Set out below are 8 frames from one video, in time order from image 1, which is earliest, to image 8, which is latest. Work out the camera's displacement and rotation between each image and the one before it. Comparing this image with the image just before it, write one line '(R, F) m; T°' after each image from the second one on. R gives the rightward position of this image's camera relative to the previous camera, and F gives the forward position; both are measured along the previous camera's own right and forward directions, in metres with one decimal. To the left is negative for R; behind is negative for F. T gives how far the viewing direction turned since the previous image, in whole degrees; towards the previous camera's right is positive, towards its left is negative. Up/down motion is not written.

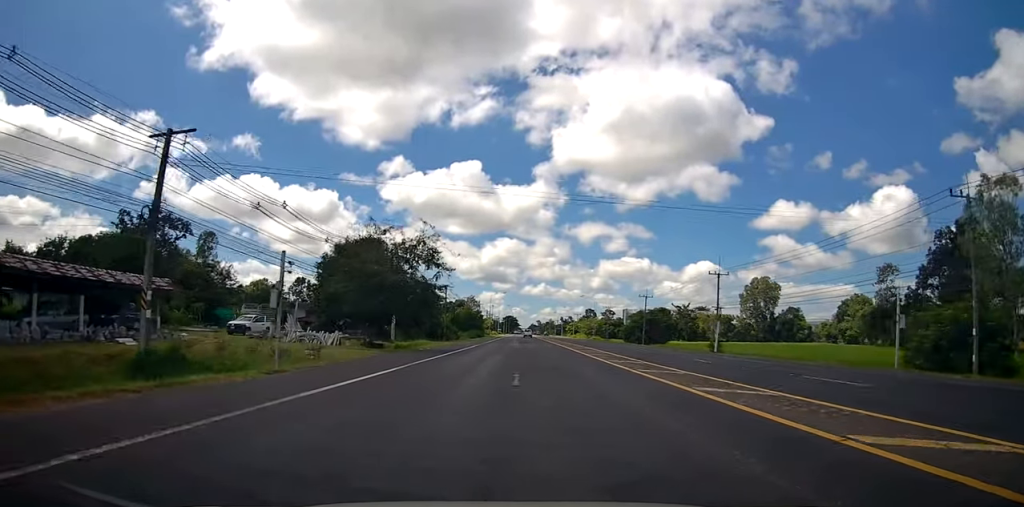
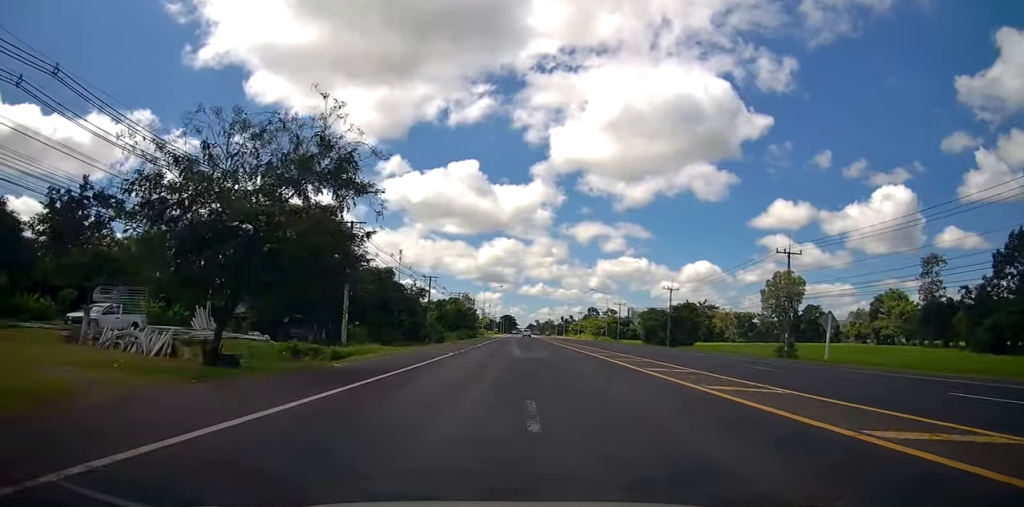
(+0.1, +17.8) m; 0°
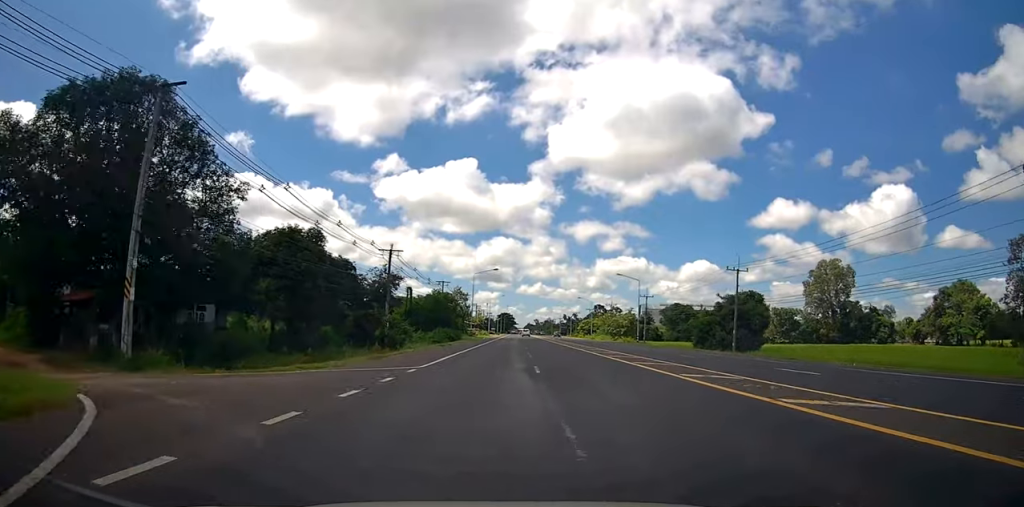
(0.0, +27.0) m; 0°
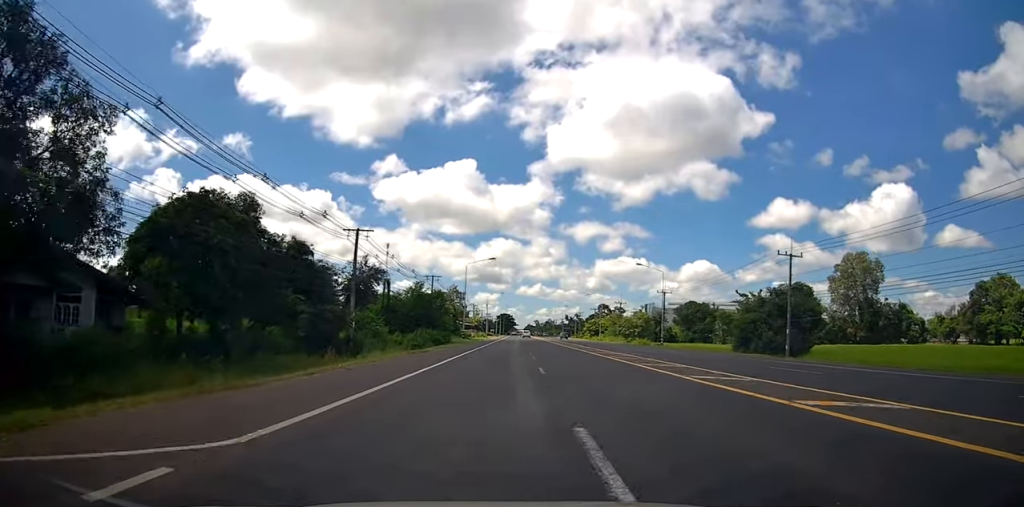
(0.0, +12.4) m; 0°
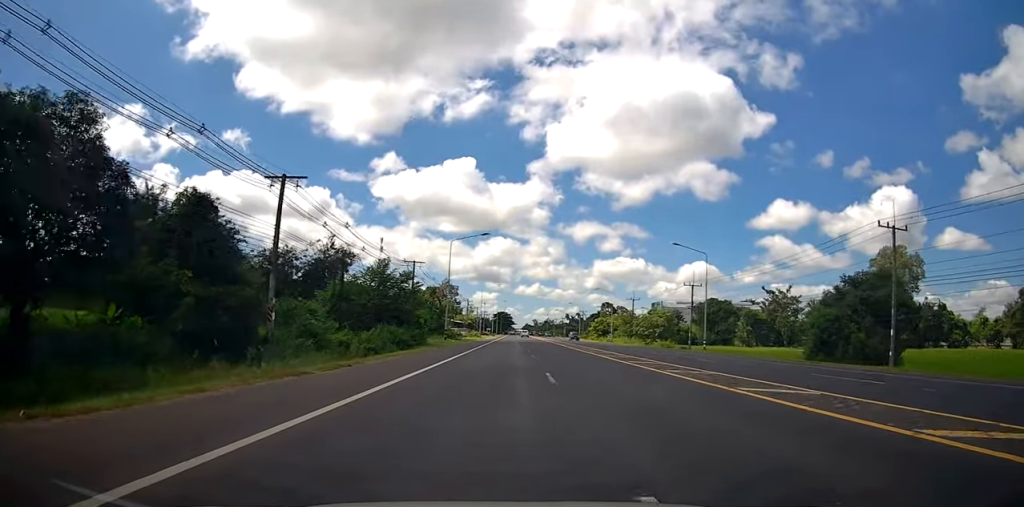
(0.0, +15.6) m; 0°
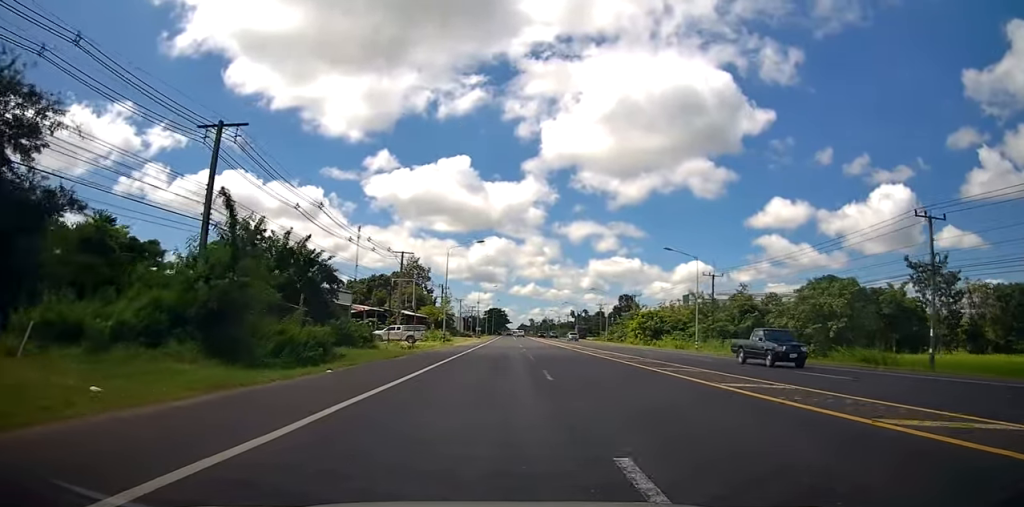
(+0.4, +47.3) m; 0°
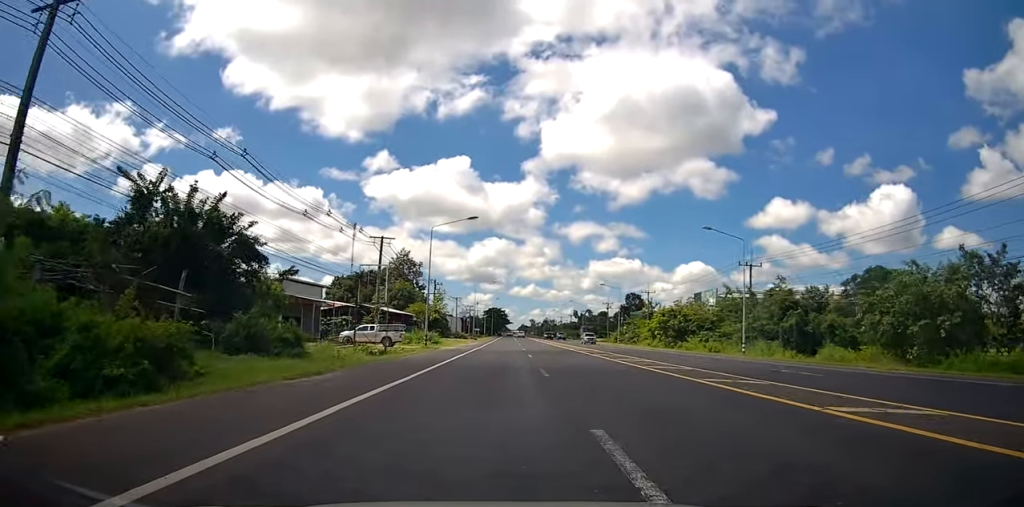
(+0.1, +10.7) m; -1°
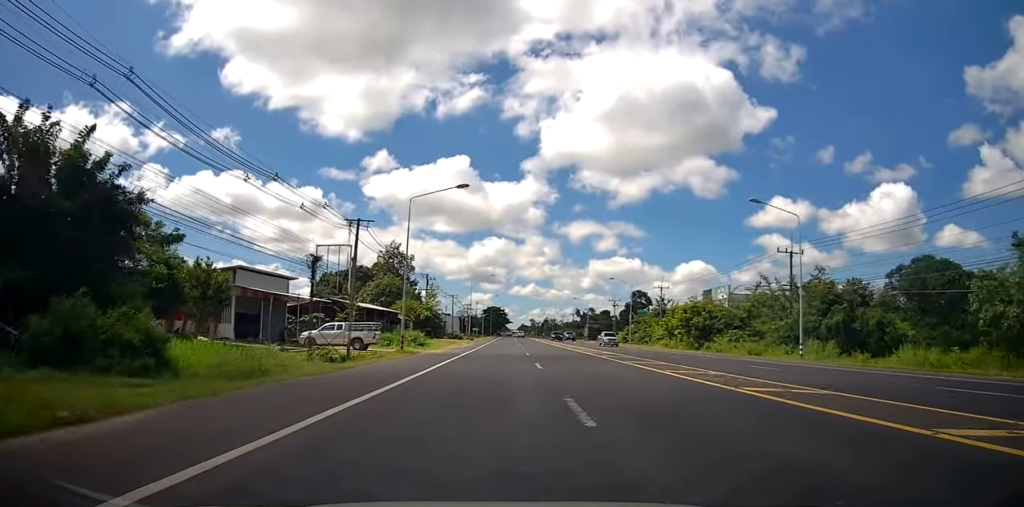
(-0.1, +8.5) m; 0°
